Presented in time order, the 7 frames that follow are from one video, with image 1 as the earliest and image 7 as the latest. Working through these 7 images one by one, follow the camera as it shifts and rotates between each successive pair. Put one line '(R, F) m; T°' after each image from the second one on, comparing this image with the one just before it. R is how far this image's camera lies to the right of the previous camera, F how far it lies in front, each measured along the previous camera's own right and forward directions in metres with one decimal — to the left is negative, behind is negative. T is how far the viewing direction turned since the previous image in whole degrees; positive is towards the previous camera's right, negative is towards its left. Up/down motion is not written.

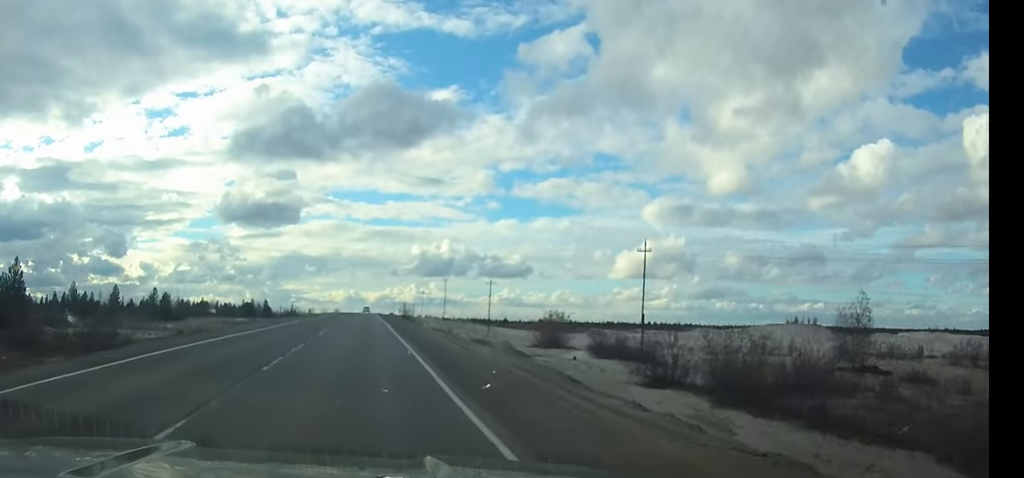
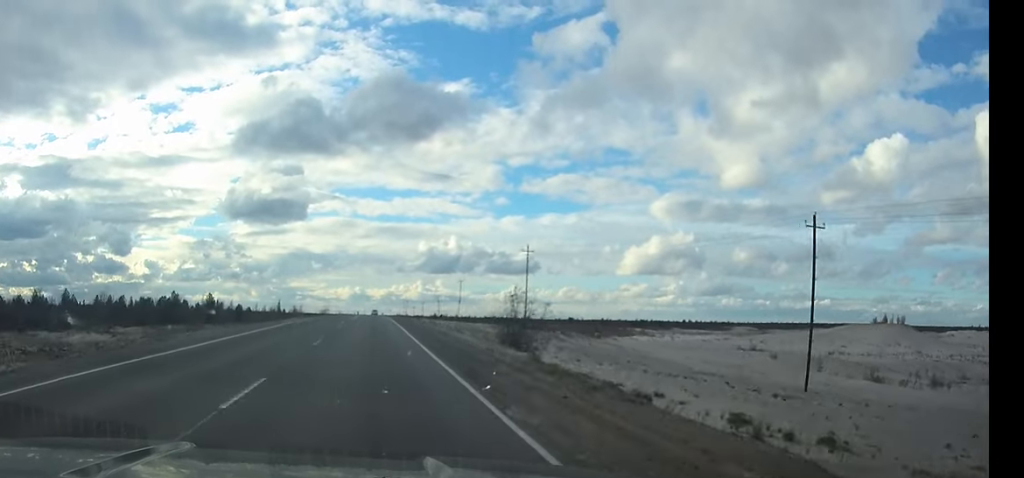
(-0.1, +83.2) m; 0°
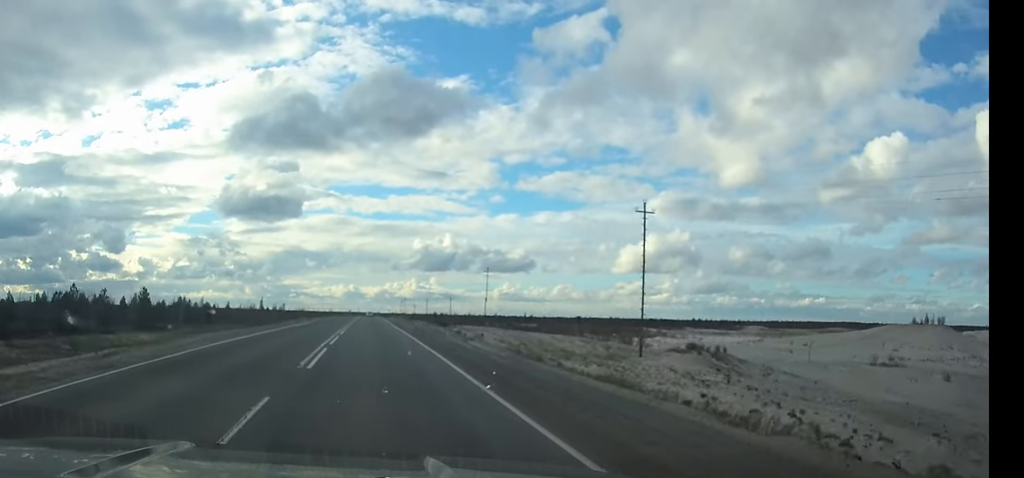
(+0.1, +36.6) m; 0°
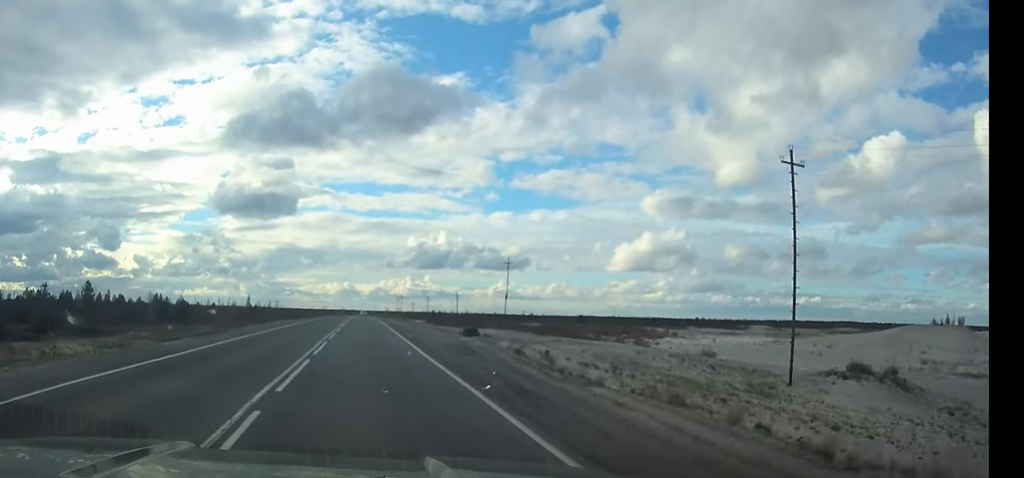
(0.0, +19.6) m; 0°
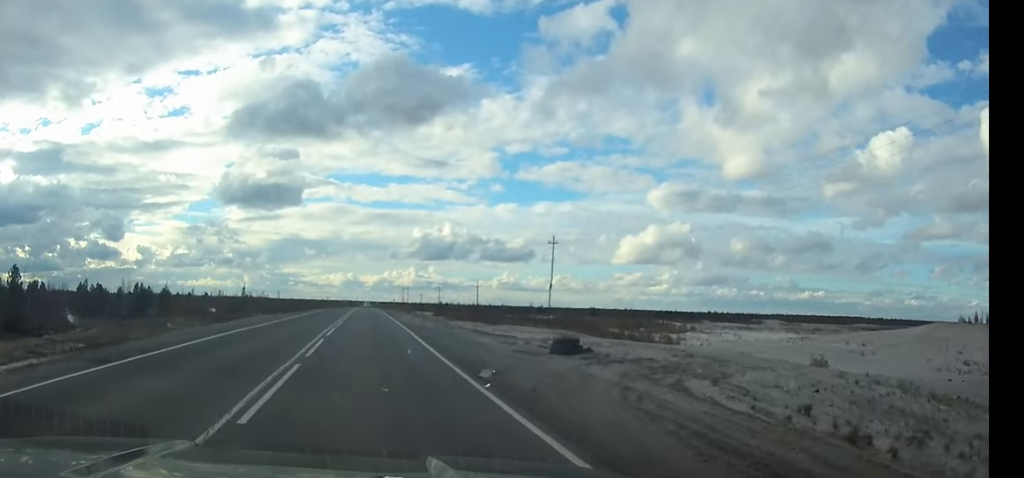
(0.0, +19.0) m; 0°
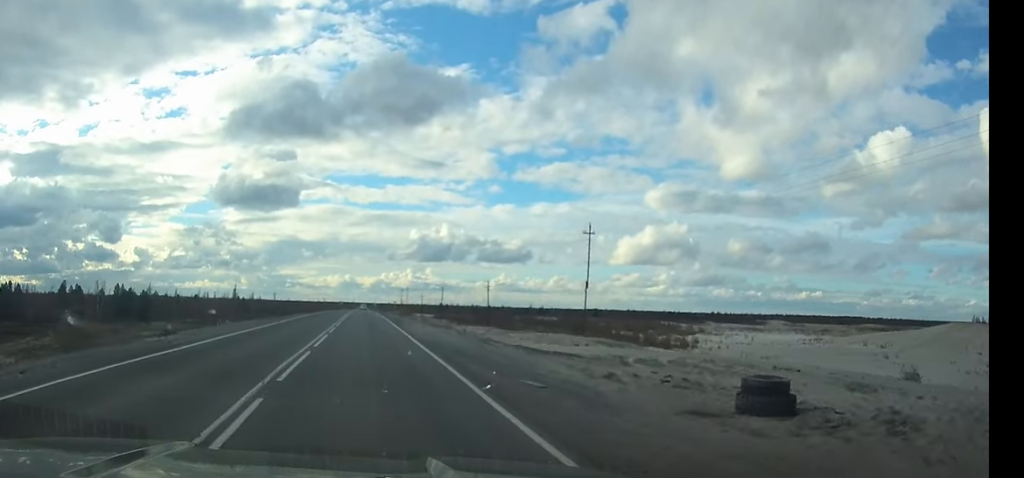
(0.0, +12.2) m; 0°
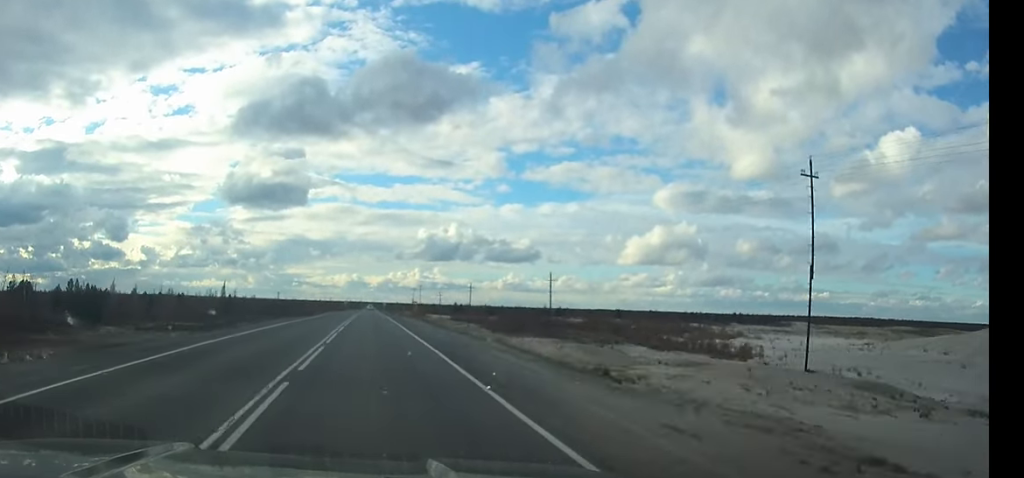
(-0.1, +29.4) m; 0°
